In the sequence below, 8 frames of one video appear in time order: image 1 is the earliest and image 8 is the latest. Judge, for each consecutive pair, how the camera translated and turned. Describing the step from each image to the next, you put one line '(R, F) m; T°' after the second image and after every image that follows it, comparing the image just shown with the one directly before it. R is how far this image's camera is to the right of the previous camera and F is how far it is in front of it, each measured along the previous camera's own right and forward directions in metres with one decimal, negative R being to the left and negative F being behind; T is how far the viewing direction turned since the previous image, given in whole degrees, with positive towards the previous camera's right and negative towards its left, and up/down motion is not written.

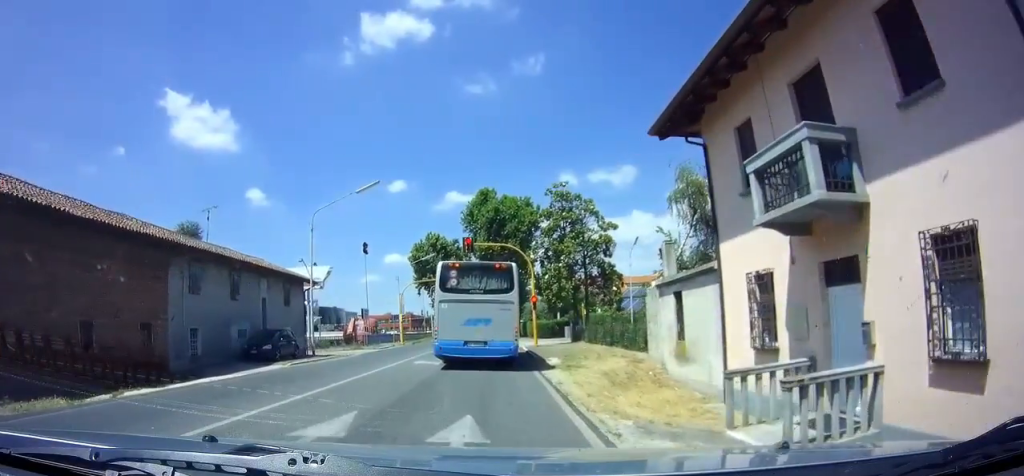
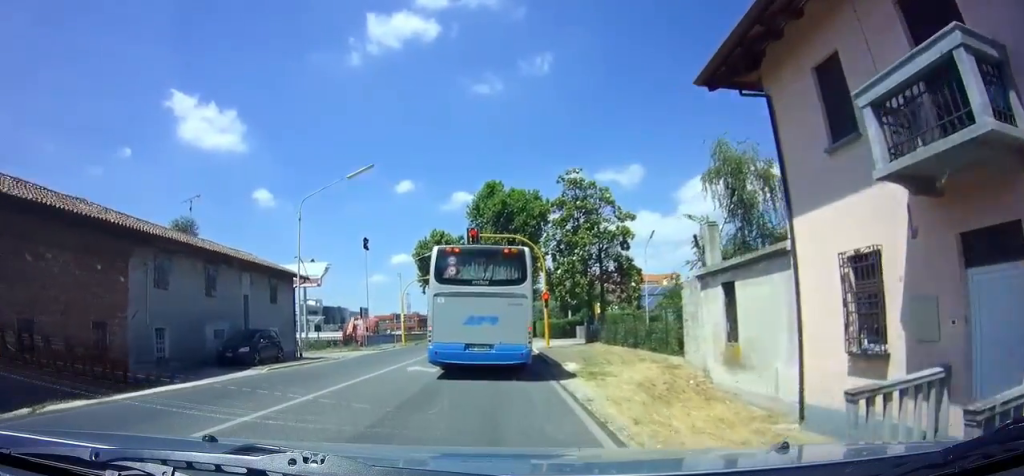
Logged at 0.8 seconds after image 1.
(0.0, +2.2) m; +1°
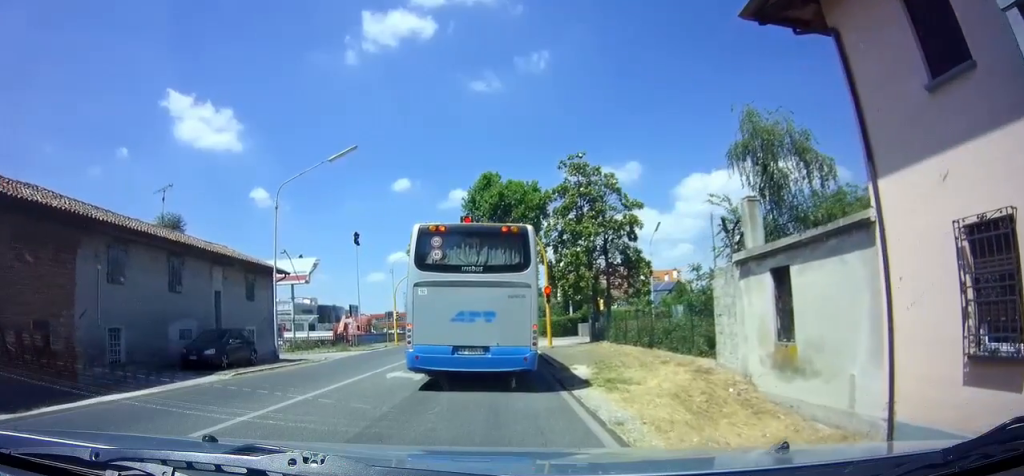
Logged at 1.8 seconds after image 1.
(0.0, +2.1) m; +3°
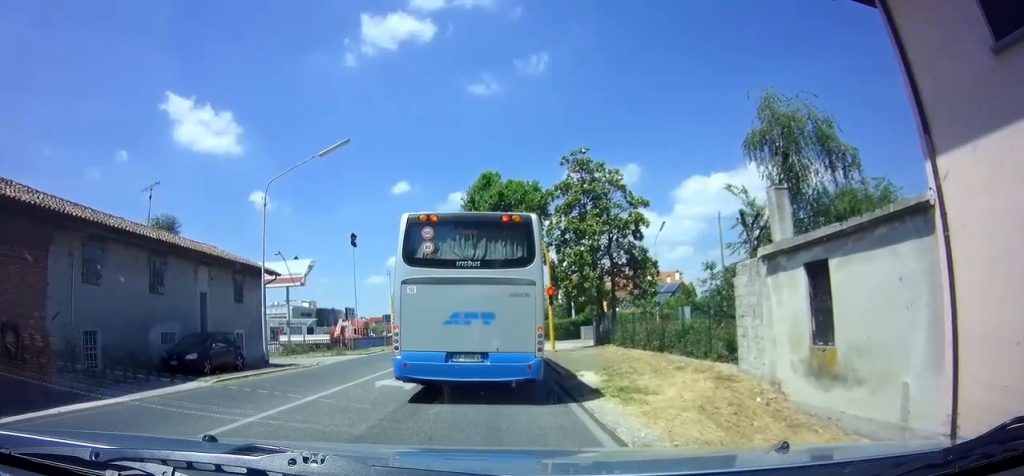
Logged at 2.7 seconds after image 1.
(+0.1, +1.5) m; +5°
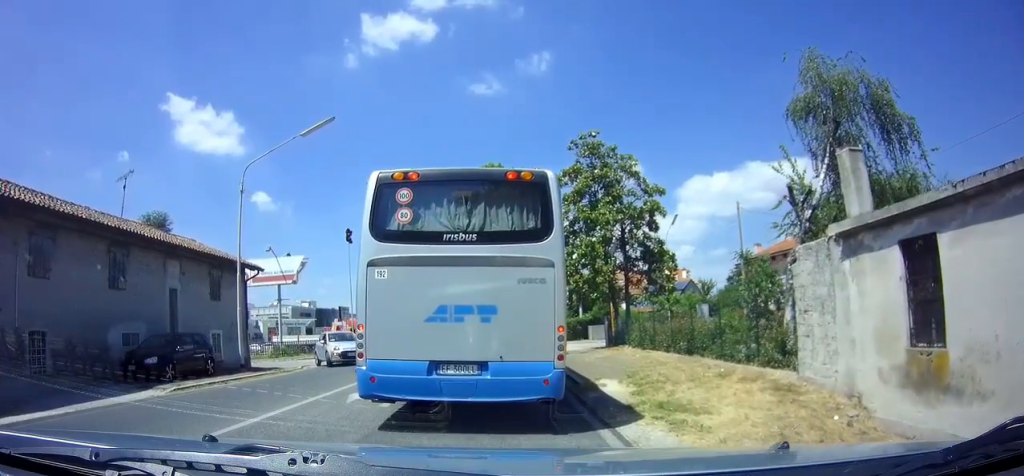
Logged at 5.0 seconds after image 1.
(+0.2, +2.8) m; 0°
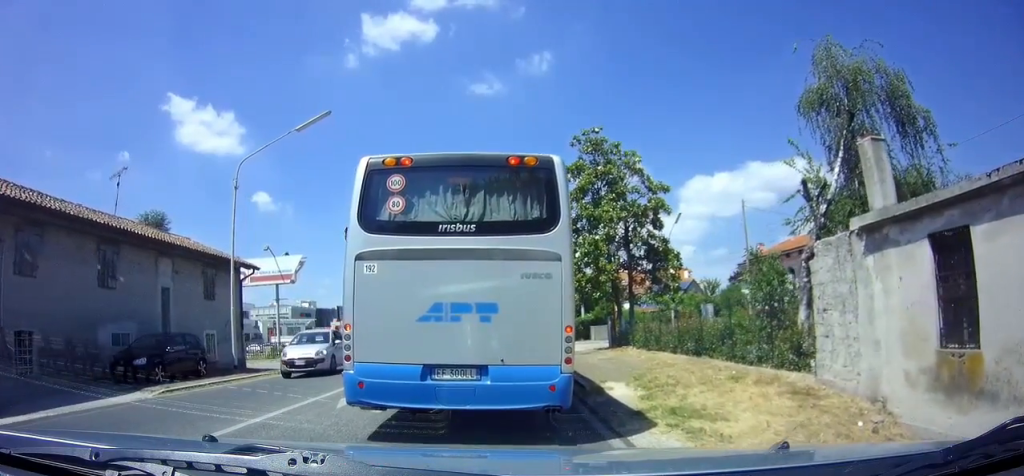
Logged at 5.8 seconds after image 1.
(-0.2, +0.6) m; 0°
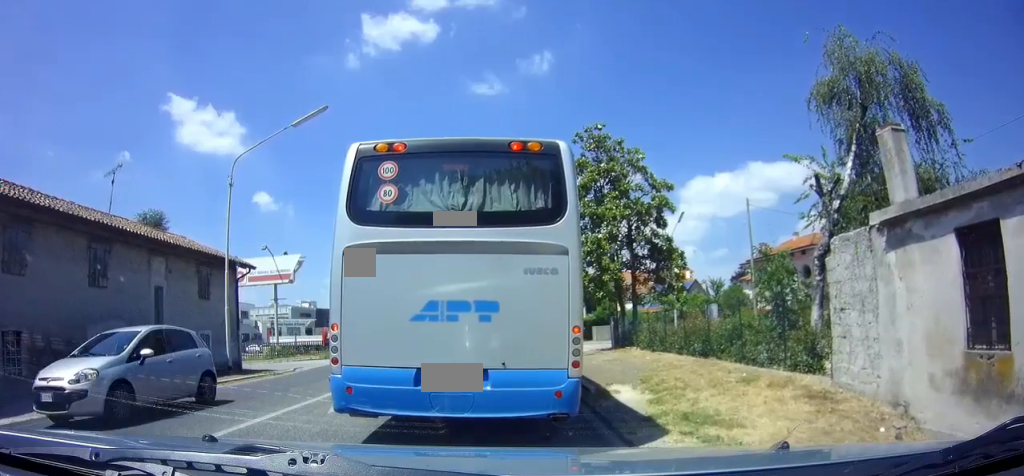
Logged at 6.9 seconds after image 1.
(-0.2, +0.4) m; 0°
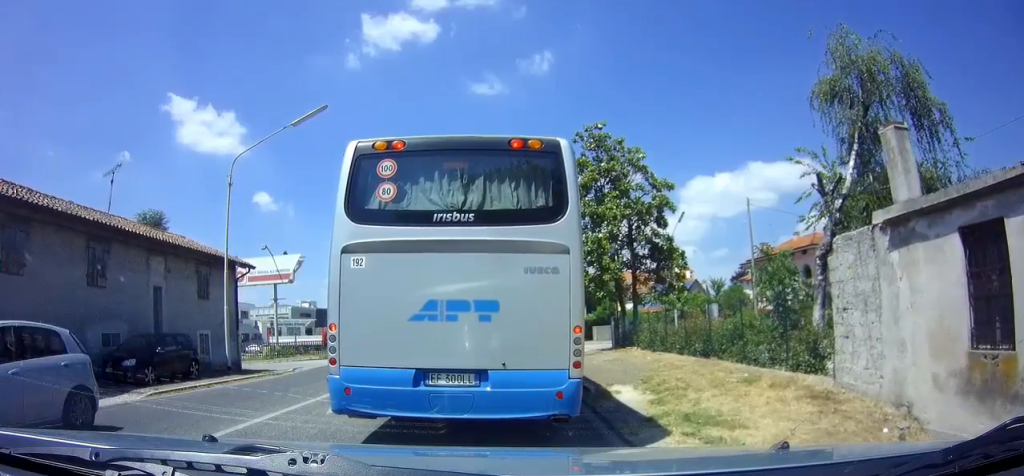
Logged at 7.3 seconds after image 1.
(-0.1, +0.1) m; 0°
